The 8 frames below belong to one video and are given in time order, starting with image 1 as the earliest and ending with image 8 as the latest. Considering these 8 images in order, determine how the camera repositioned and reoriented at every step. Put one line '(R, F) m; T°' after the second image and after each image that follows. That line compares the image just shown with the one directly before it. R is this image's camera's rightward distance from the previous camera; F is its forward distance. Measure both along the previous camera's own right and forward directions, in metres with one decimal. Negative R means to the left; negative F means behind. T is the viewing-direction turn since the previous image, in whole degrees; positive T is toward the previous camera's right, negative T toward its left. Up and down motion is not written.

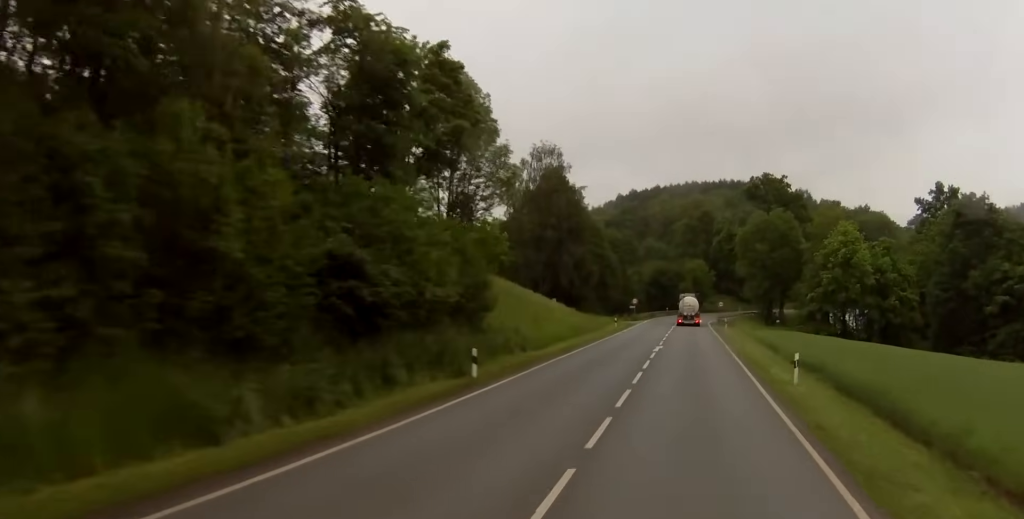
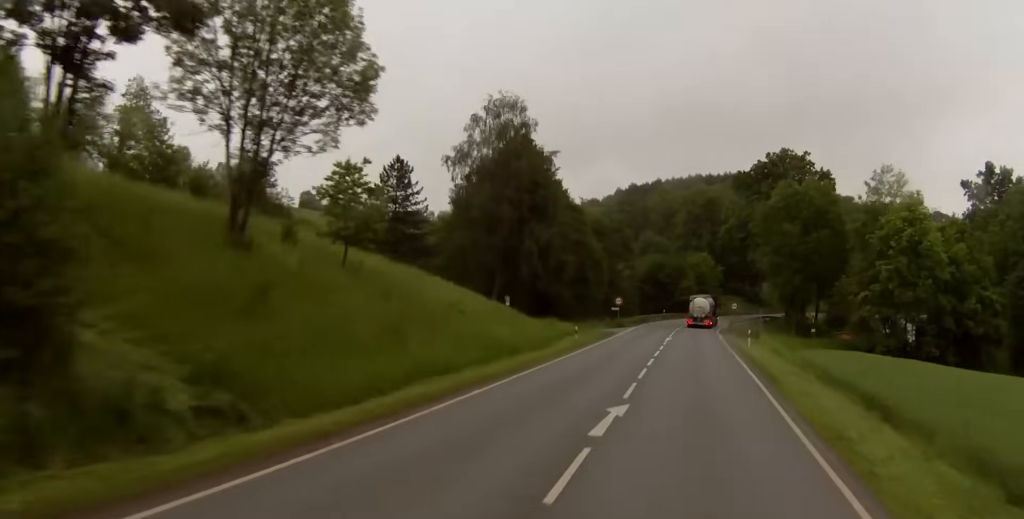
(-0.5, +27.8) m; -1°
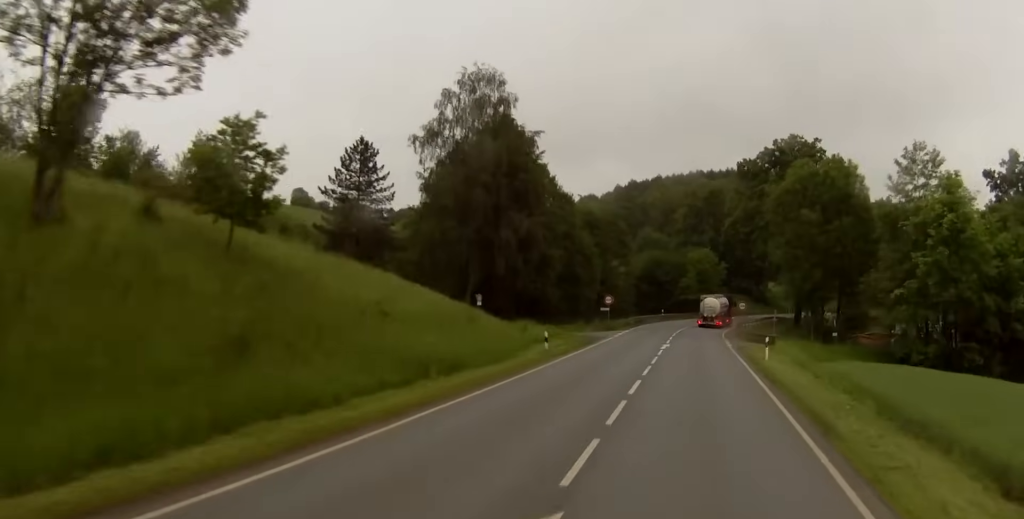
(+0.1, +10.6) m; 0°
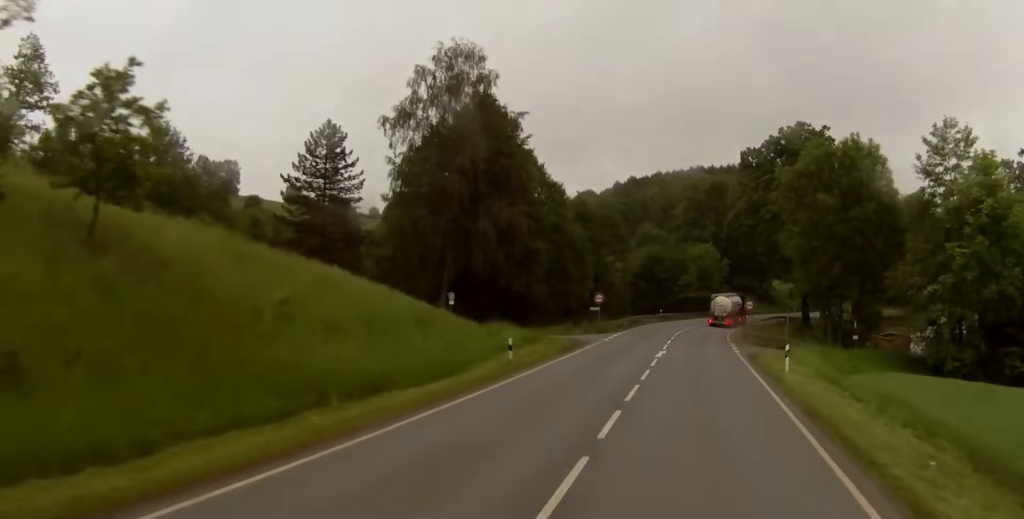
(-0.1, +7.7) m; 0°
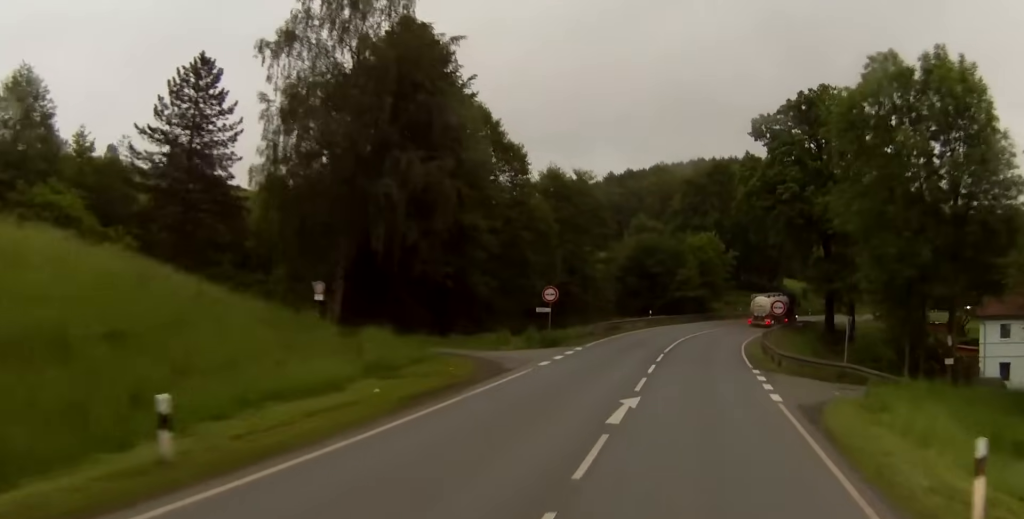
(+0.1, +21.0) m; +1°
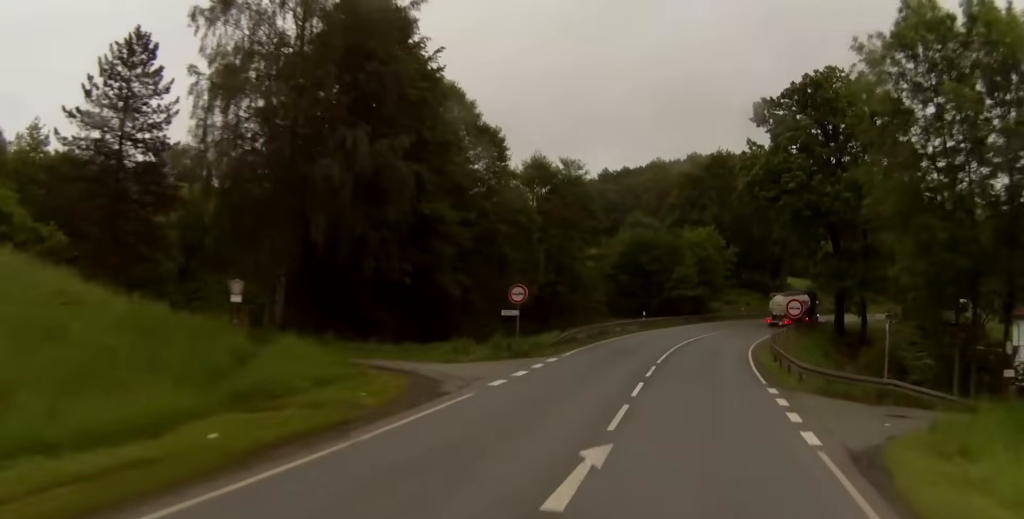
(0.0, +7.2) m; 0°
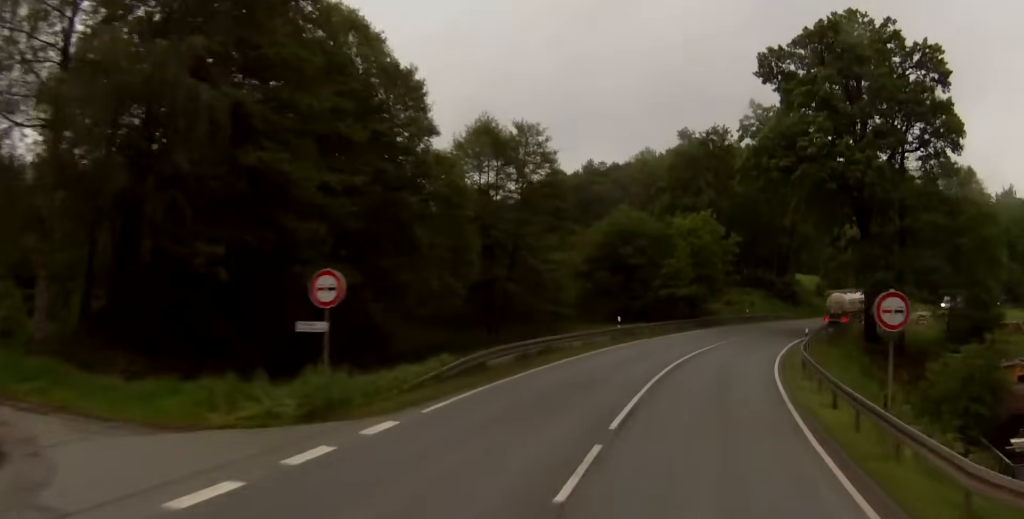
(0.0, +17.9) m; +1°
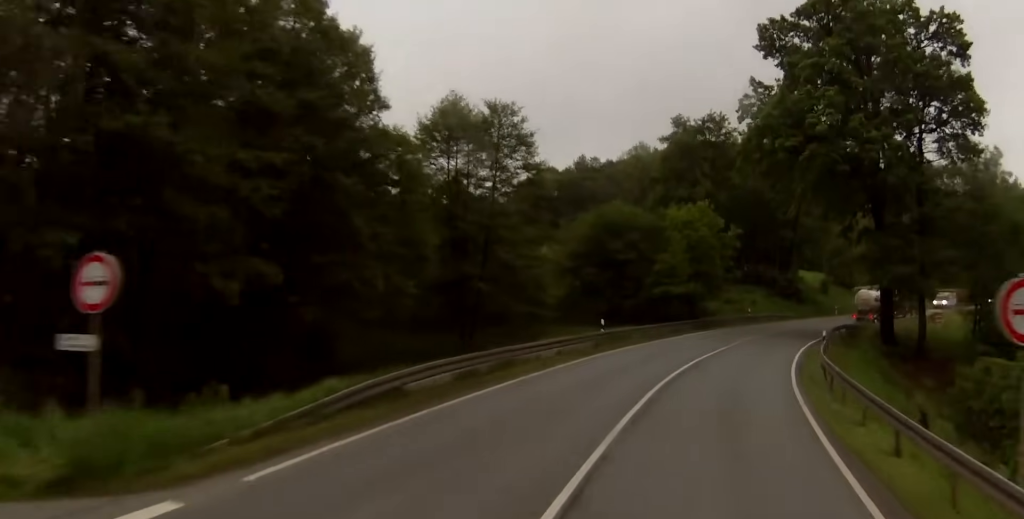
(-0.1, +7.3) m; +1°
